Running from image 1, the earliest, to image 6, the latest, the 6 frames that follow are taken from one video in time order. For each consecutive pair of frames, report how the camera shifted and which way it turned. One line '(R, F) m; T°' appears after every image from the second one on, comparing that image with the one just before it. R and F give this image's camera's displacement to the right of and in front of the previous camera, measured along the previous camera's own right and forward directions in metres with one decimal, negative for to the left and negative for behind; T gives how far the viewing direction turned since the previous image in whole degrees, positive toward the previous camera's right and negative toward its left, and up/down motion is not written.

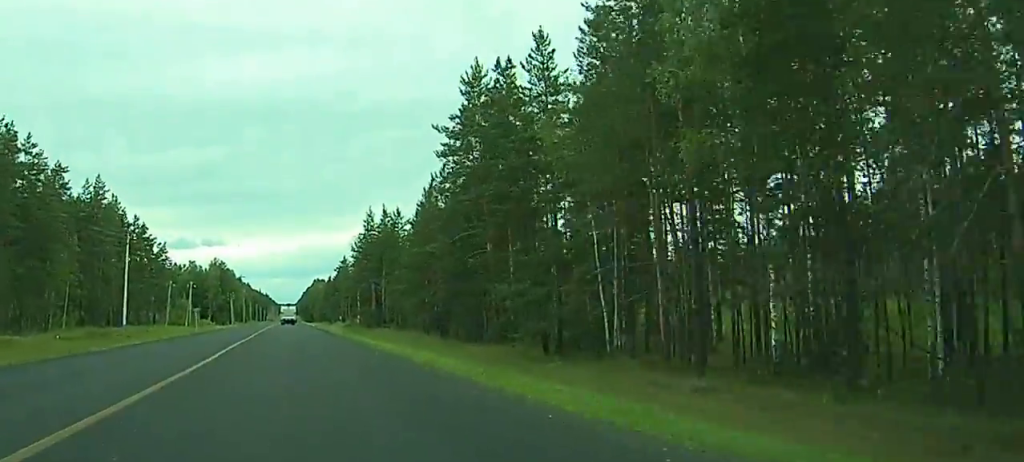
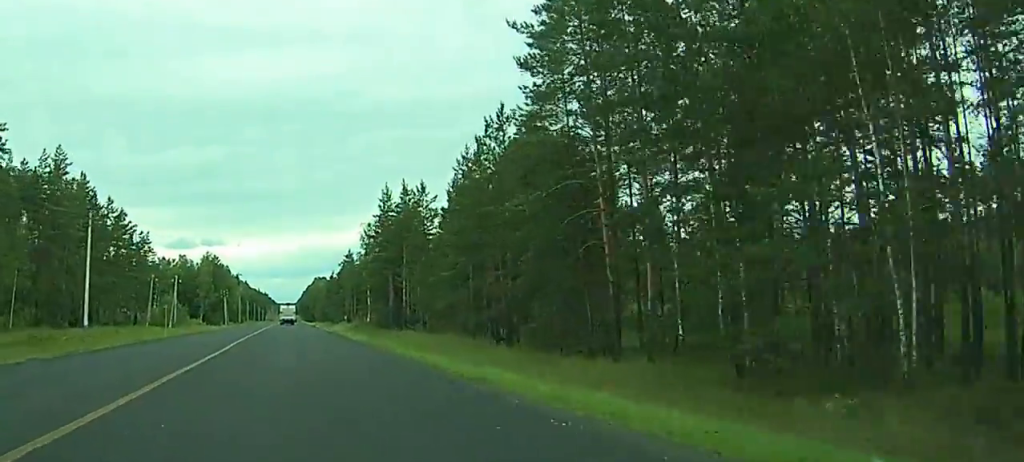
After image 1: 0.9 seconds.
(+0.1, +22.6) m; 0°
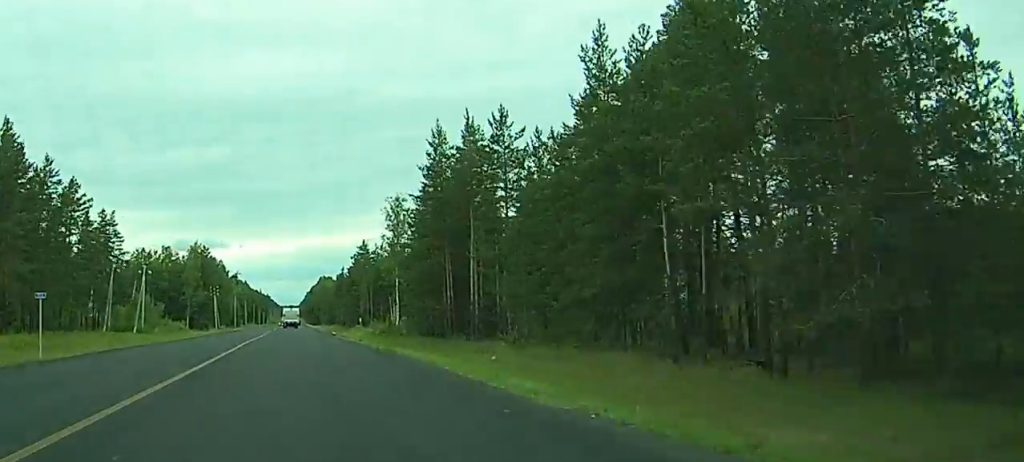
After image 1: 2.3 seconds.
(0.0, +36.3) m; 0°
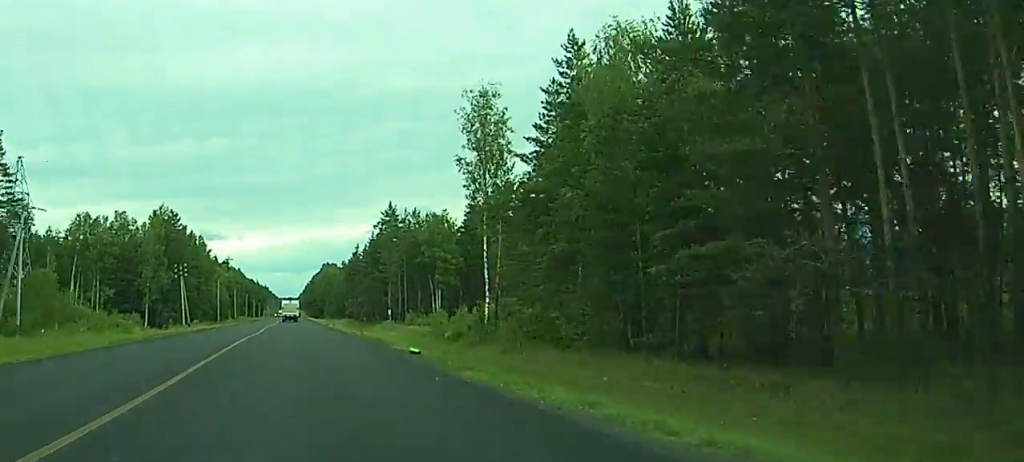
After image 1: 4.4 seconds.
(-0.1, +52.9) m; 0°
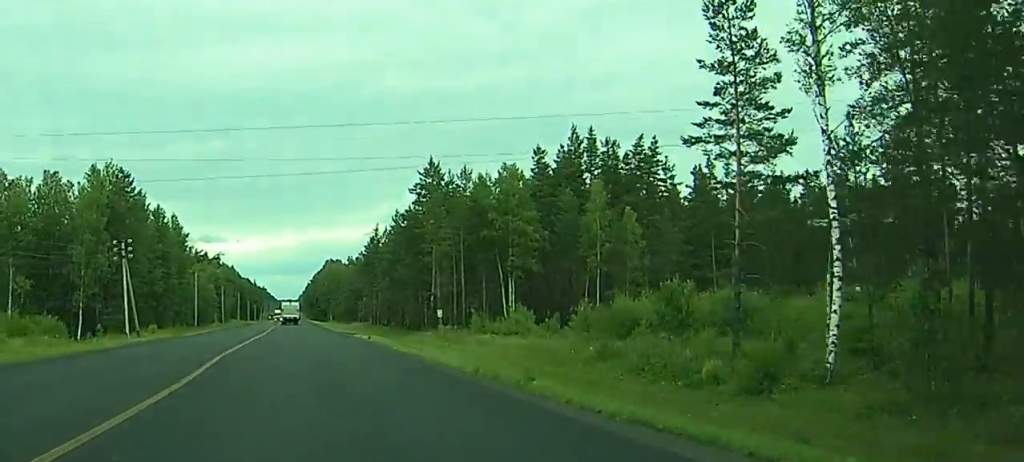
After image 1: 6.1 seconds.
(+0.2, +42.7) m; 0°
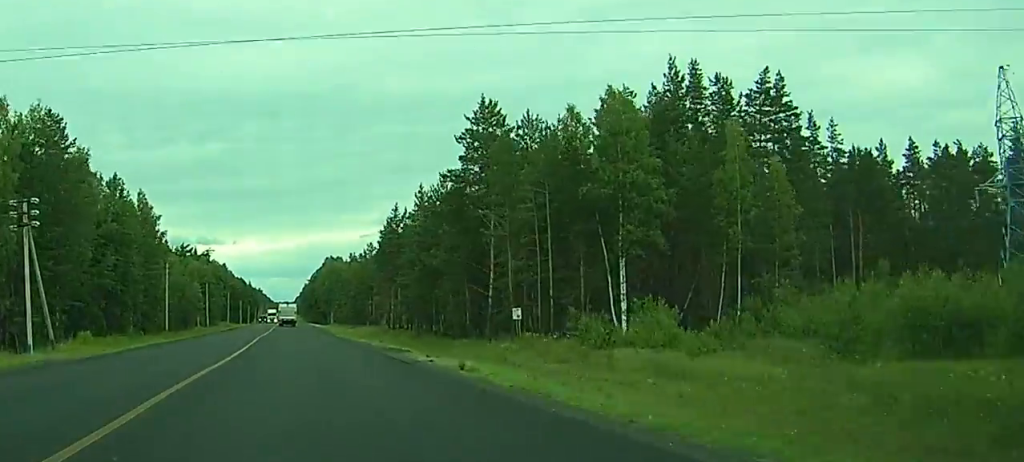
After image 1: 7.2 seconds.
(0.0, +29.9) m; 0°
